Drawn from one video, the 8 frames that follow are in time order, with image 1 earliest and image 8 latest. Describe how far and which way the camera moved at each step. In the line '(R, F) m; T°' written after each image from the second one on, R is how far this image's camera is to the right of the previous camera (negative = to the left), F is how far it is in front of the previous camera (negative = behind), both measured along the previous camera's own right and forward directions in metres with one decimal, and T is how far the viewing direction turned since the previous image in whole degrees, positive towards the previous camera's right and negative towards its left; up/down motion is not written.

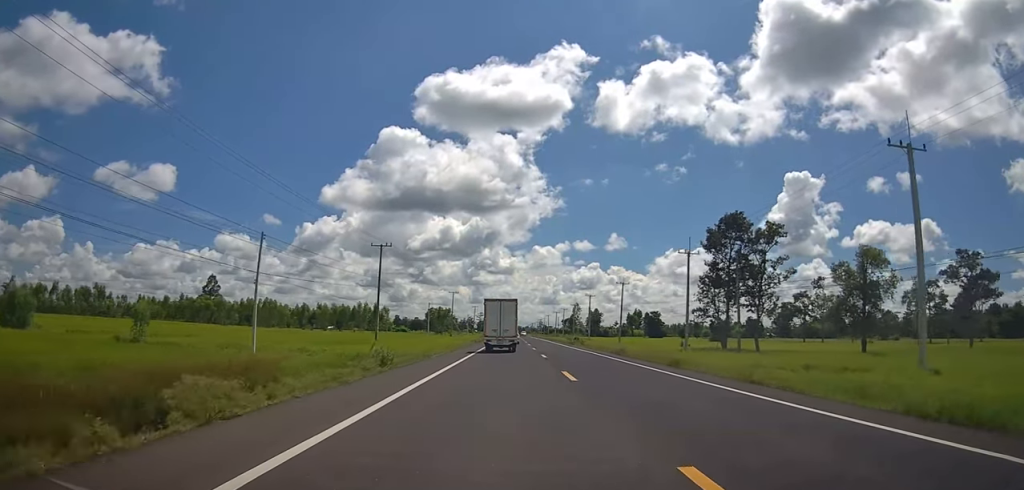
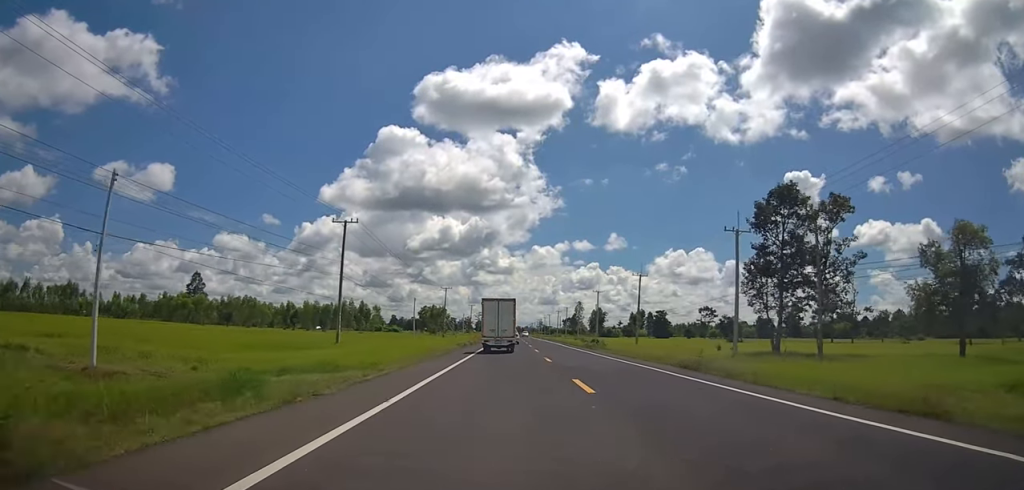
(+0.2, +14.7) m; 0°
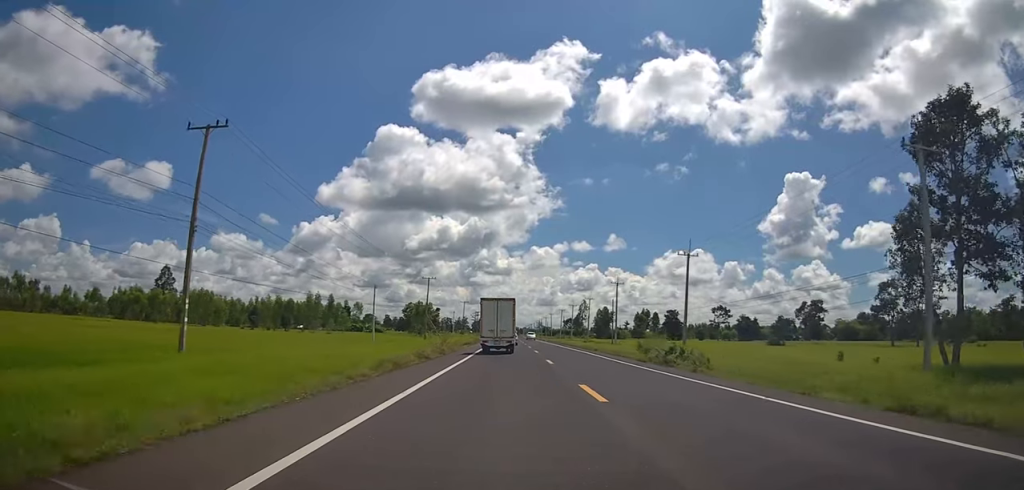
(-0.8, +25.7) m; -2°
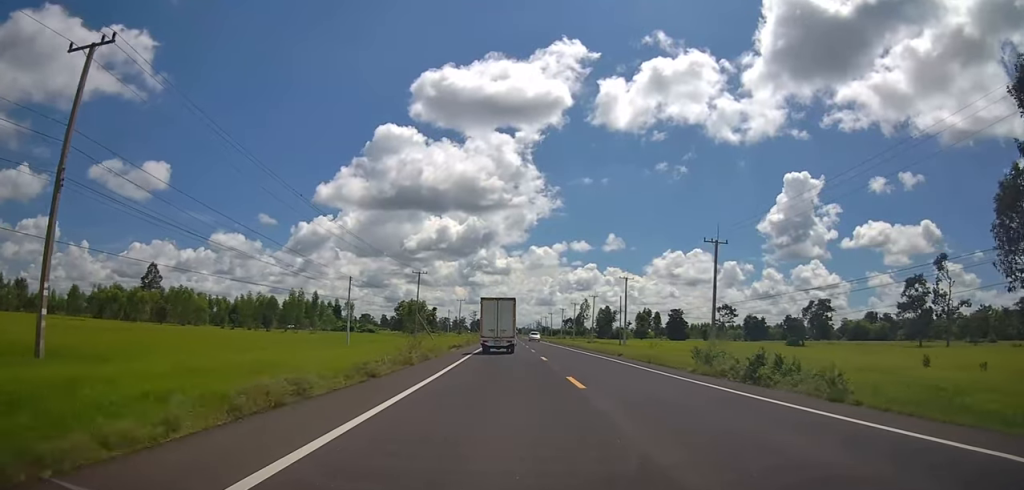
(-0.1, +9.6) m; 0°
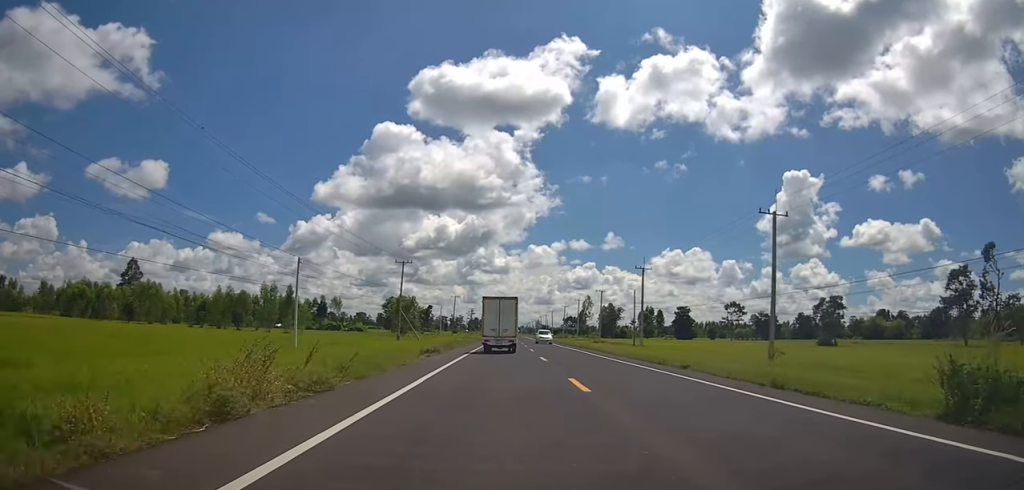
(+0.5, +13.4) m; +2°
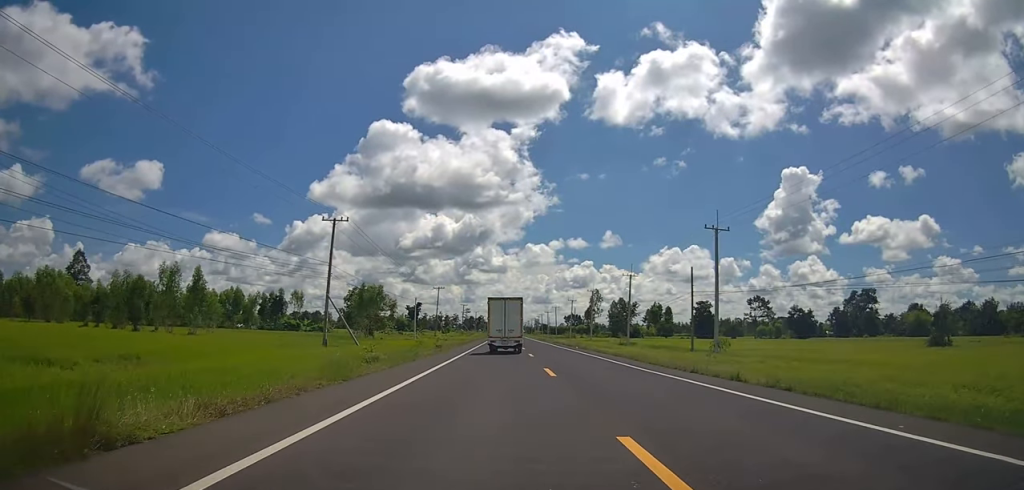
(+0.1, +31.9) m; -1°
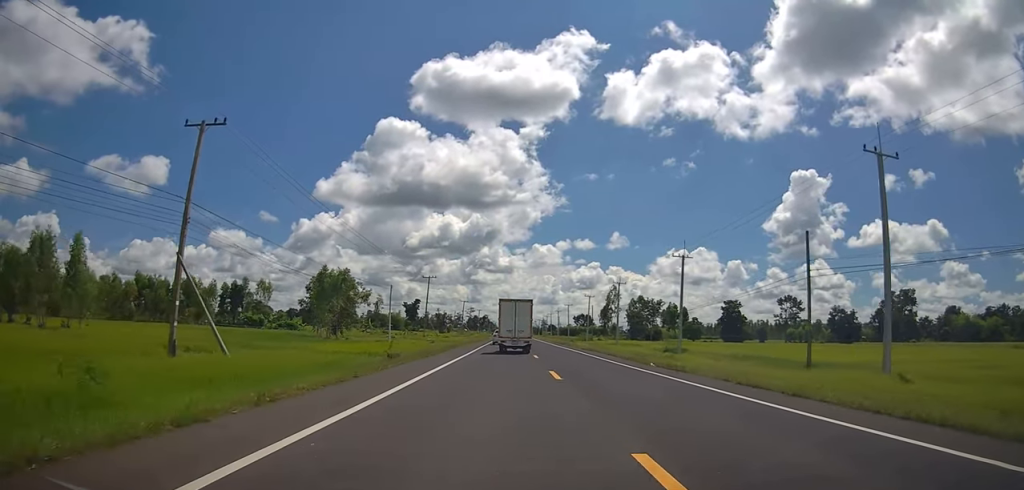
(-0.9, +25.0) m; -1°
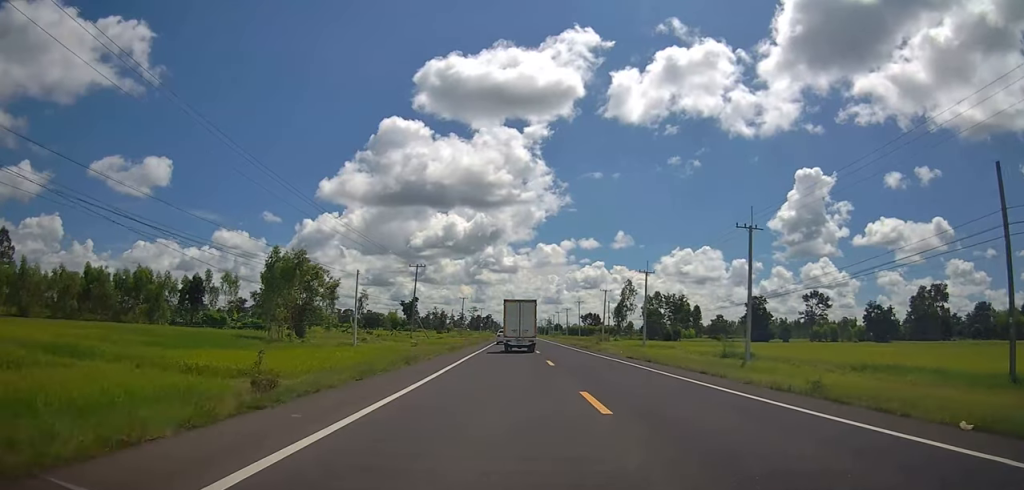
(+0.6, +18.3) m; +2°
